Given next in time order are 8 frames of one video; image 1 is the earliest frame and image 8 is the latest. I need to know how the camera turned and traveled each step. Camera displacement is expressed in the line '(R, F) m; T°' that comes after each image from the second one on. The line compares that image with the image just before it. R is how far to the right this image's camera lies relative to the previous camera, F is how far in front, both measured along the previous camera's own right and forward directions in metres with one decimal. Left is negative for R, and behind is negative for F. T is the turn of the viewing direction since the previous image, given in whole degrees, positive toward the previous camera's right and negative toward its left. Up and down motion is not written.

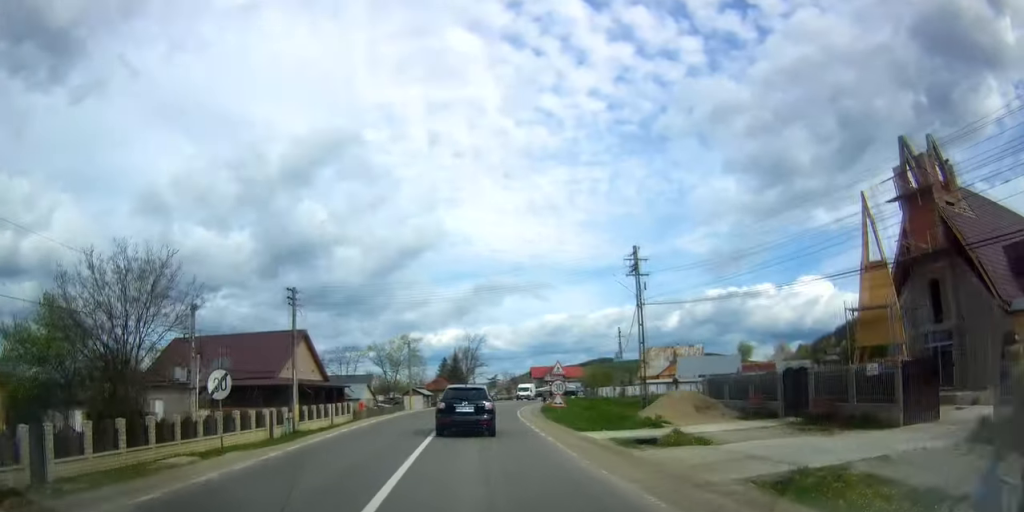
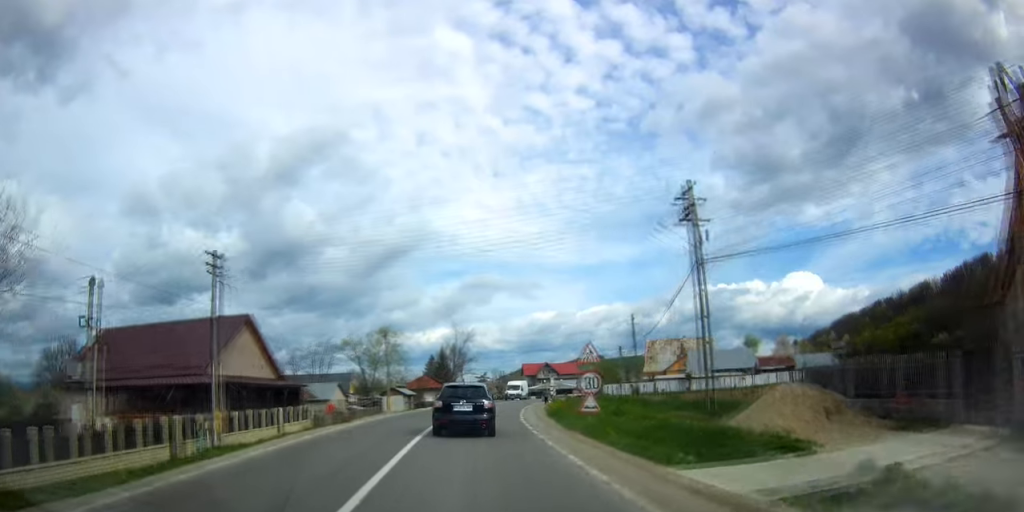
(0.0, +10.4) m; 0°
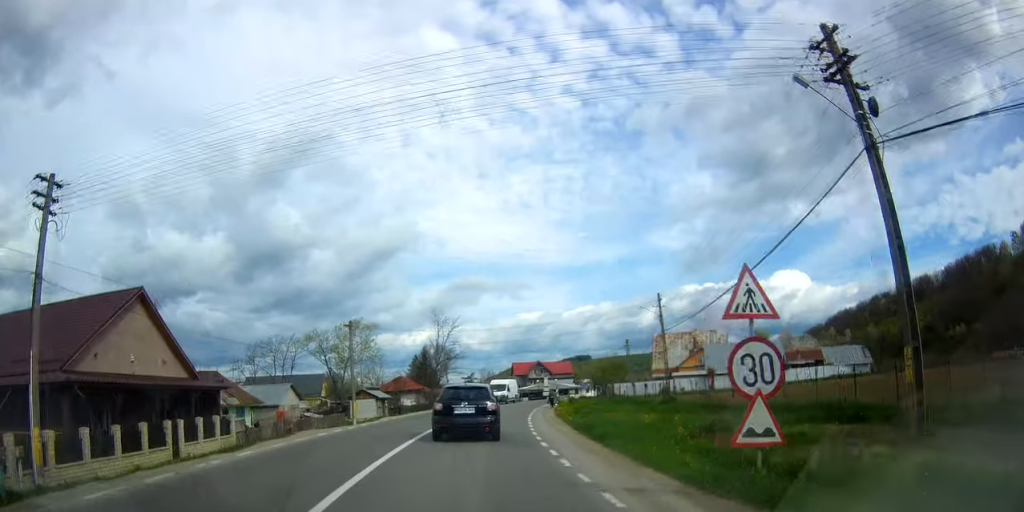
(0.0, +12.4) m; +1°
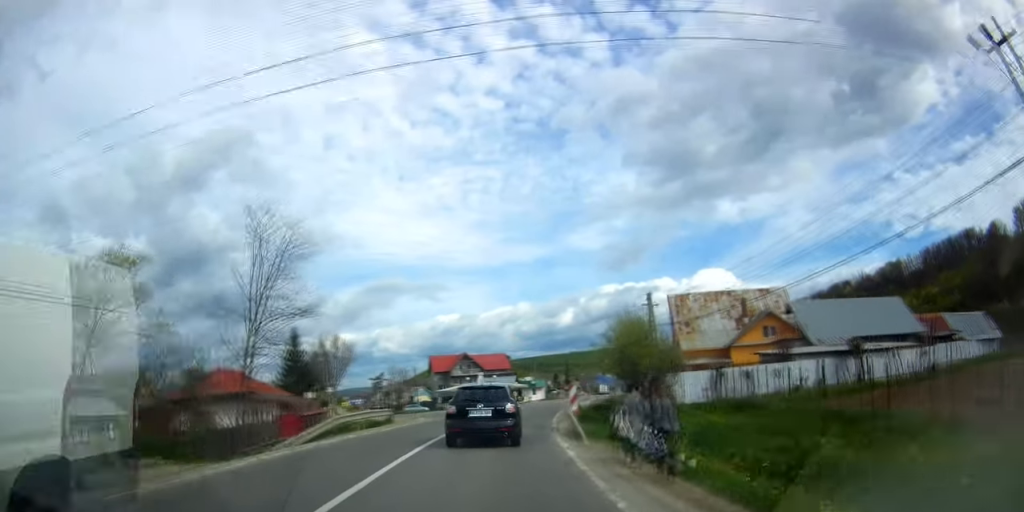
(+1.9, +42.1) m; +8°
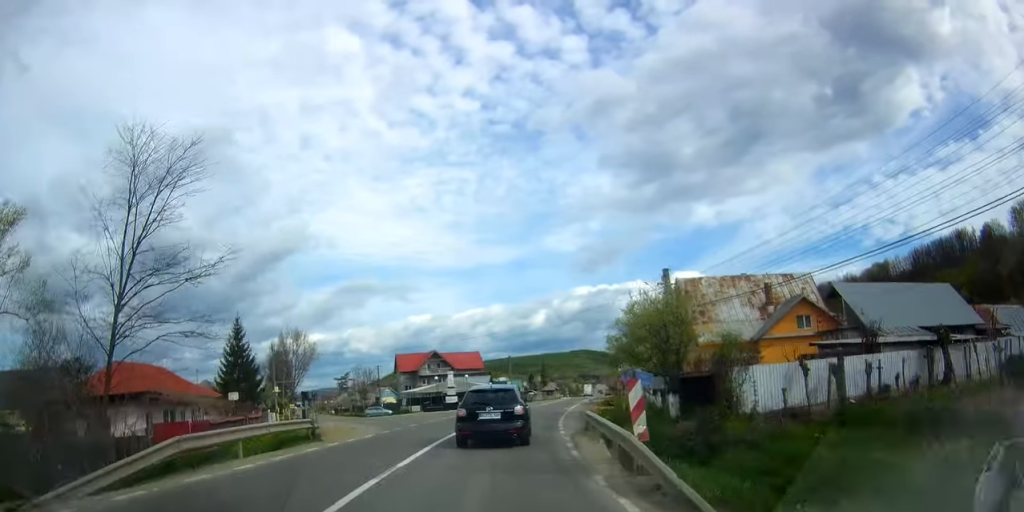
(+0.5, +10.2) m; +2°
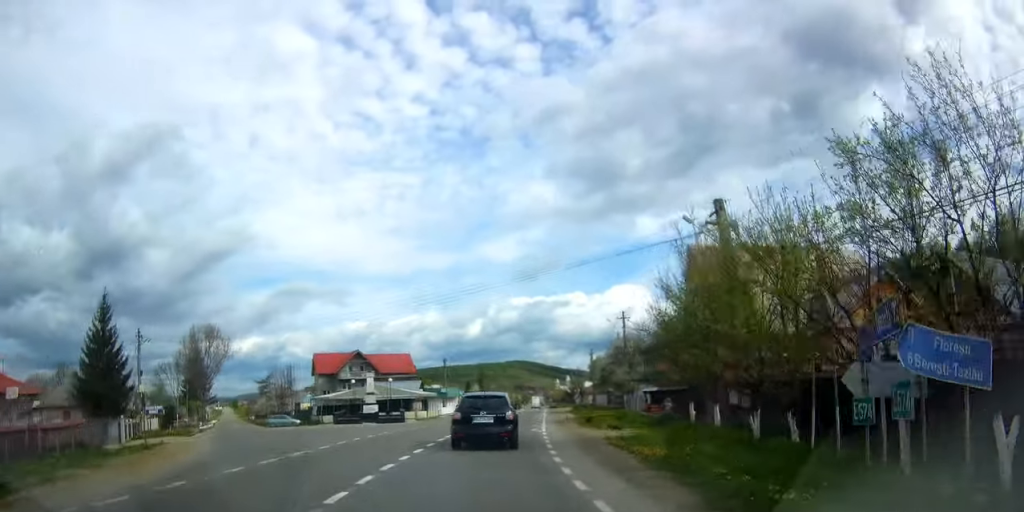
(+0.4, +15.7) m; +4°
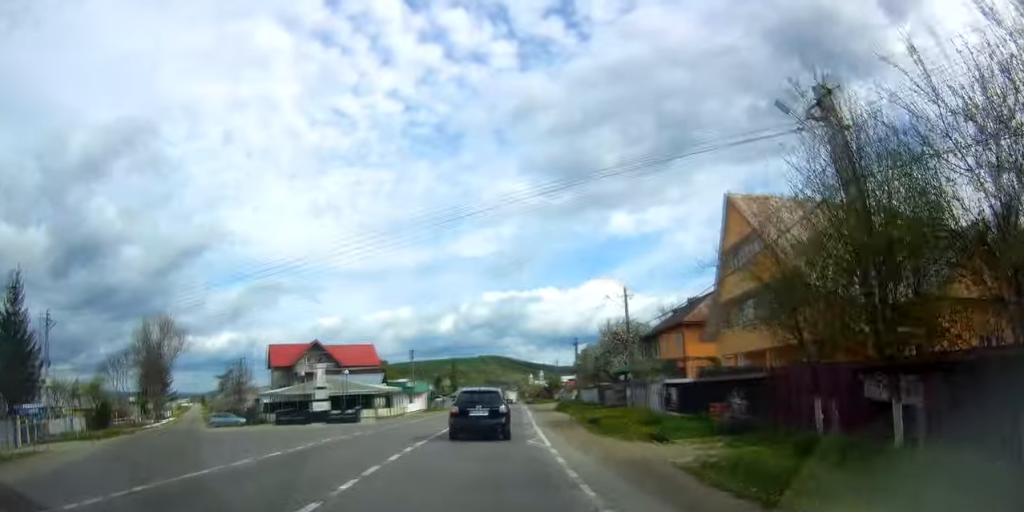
(-0.1, +9.4) m; +3°
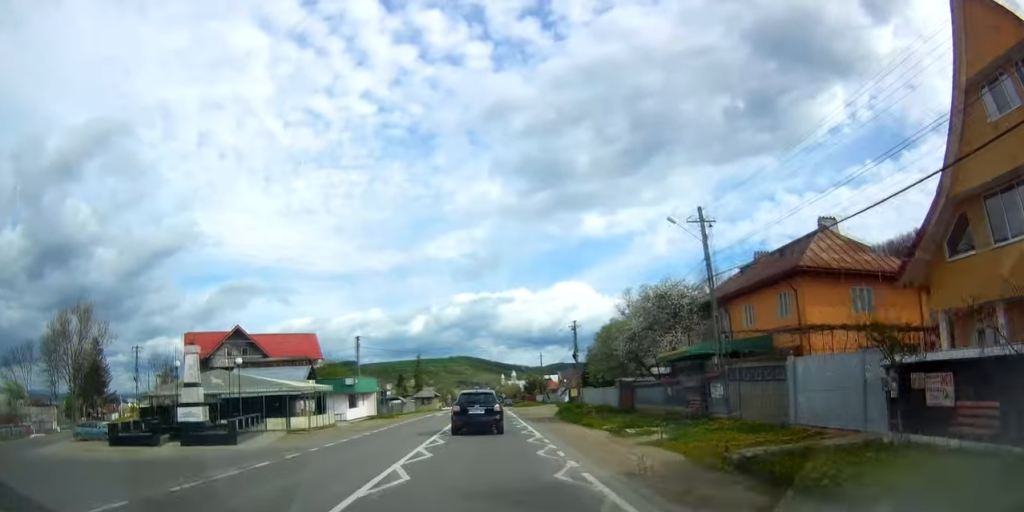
(+1.4, +18.6) m; +5°
